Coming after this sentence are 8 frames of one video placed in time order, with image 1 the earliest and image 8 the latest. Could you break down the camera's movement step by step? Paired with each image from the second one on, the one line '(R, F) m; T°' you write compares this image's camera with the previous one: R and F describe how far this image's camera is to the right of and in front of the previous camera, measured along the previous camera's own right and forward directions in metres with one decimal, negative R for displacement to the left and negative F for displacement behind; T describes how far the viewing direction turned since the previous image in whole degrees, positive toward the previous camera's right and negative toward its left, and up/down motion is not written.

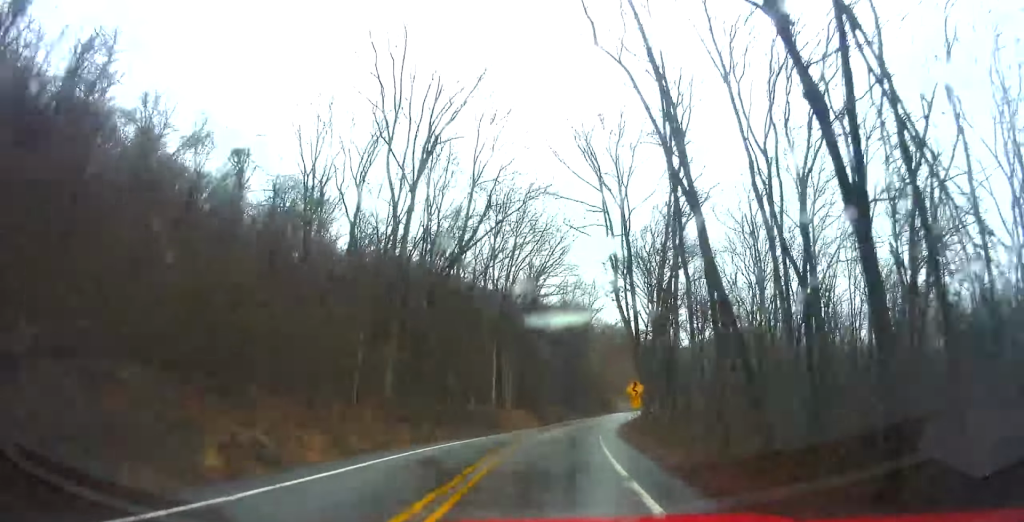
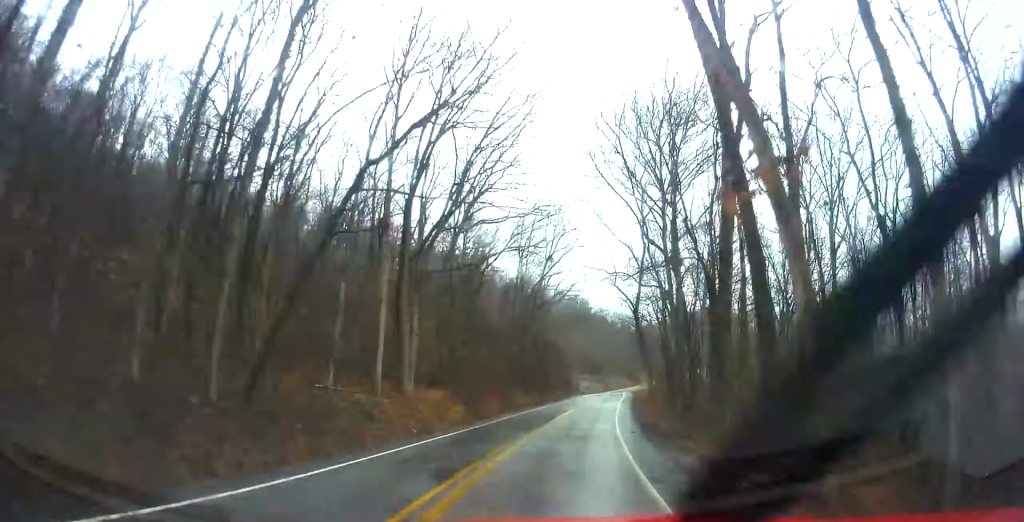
(+0.2, +27.9) m; +2°
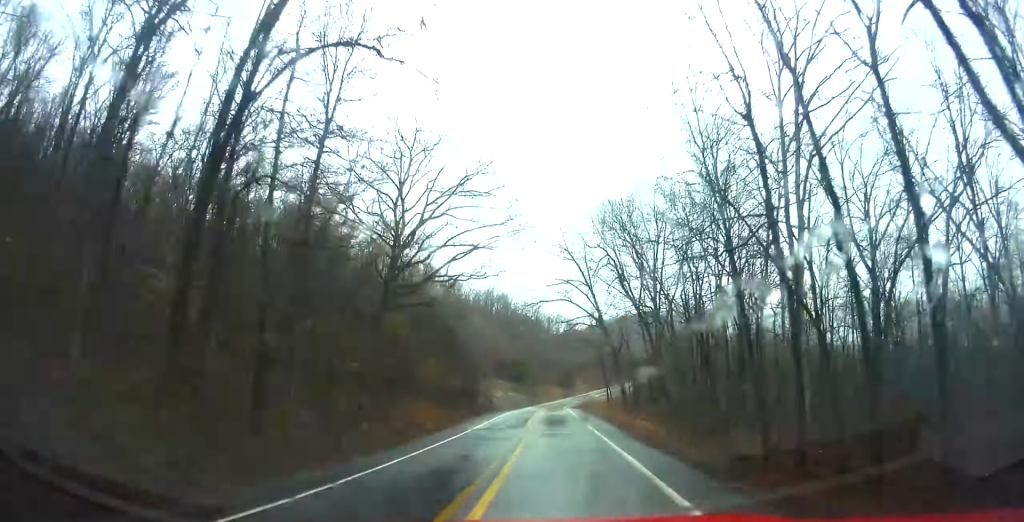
(+1.5, +51.4) m; +4°
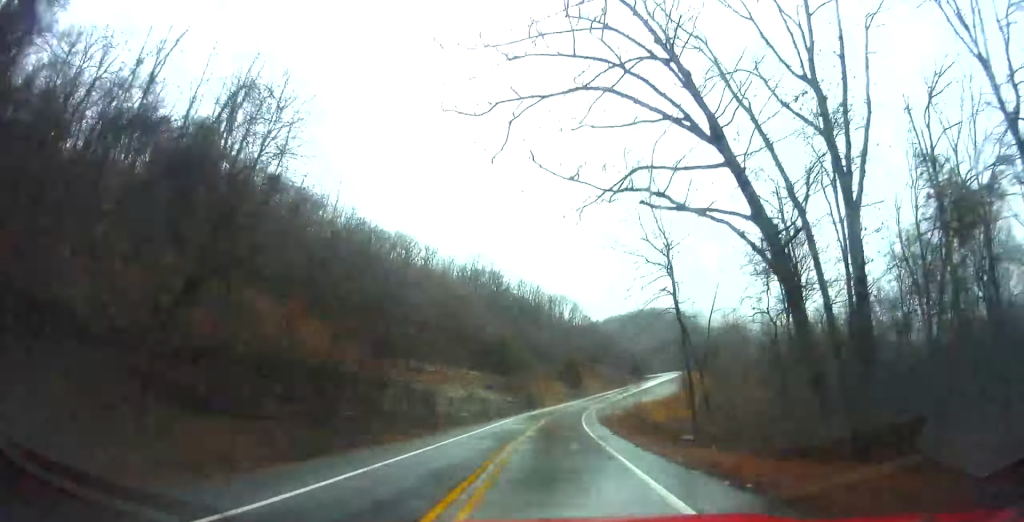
(+1.9, +47.3) m; +3°
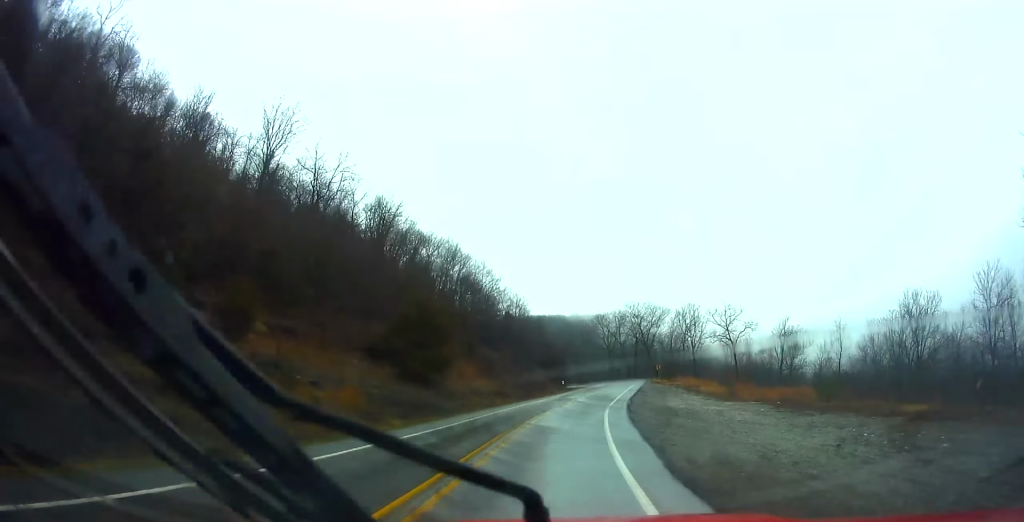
(+4.0, +77.7) m; +9°
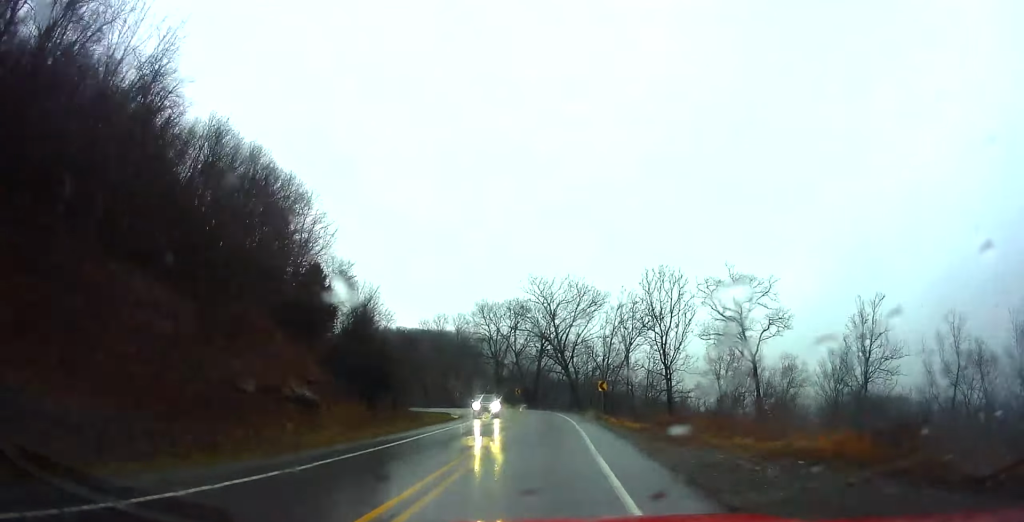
(+3.4, +48.7) m; +5°
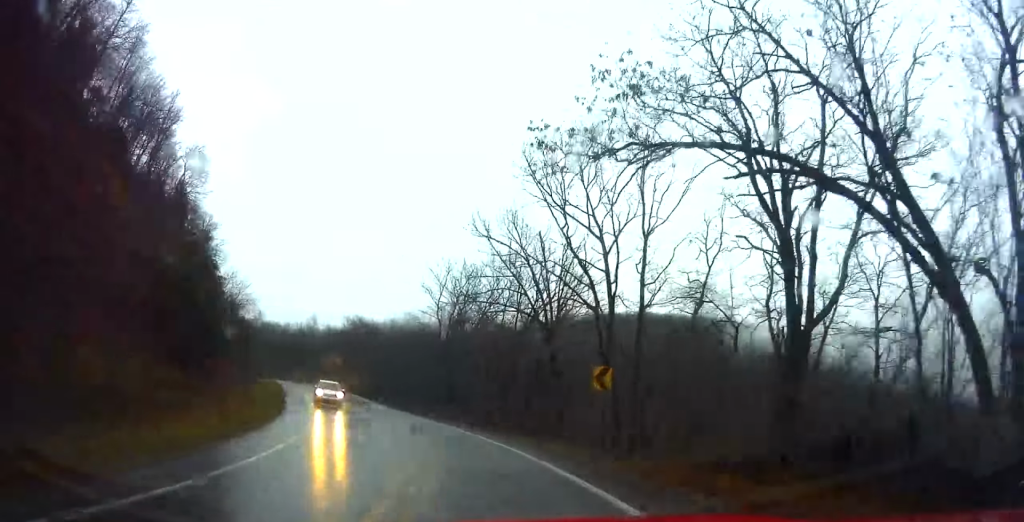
(-1.3, +76.6) m; -13°
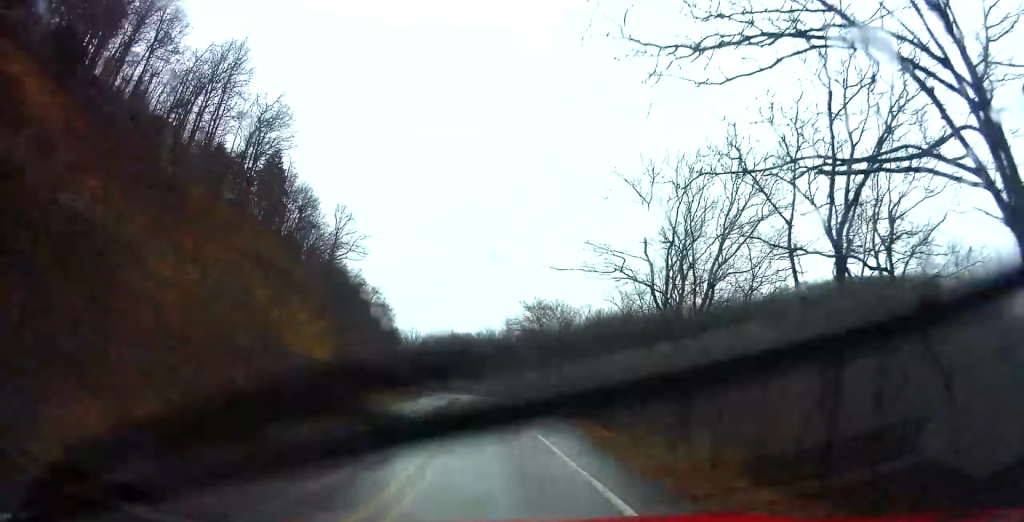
(-2.2, +29.1) m; -10°
